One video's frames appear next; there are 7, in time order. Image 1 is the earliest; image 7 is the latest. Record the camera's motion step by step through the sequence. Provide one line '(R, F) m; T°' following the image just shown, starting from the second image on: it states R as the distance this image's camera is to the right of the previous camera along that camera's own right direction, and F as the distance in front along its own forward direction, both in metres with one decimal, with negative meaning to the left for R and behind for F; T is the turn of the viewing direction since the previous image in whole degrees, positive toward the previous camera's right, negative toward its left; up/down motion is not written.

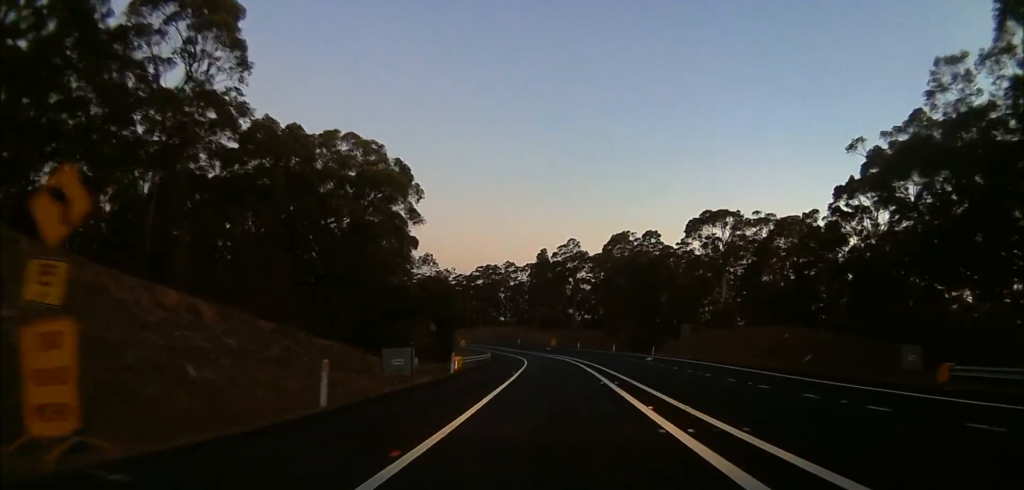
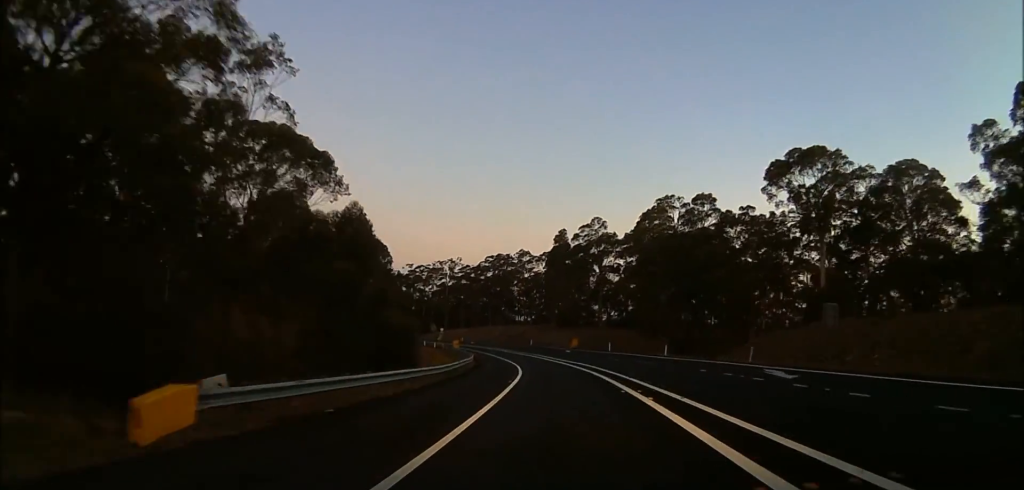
(-0.1, +30.5) m; -2°
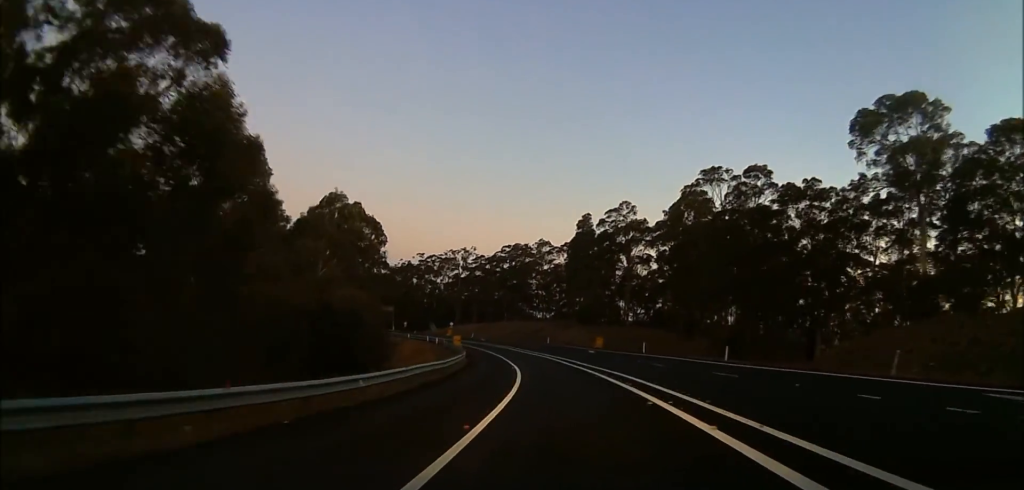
(-0.3, +15.4) m; -3°
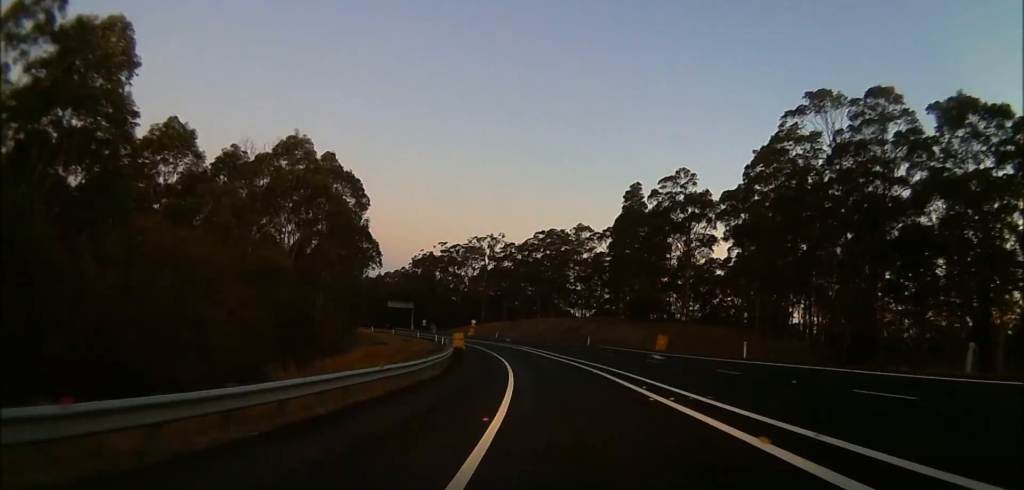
(-1.1, +25.0) m; -6°
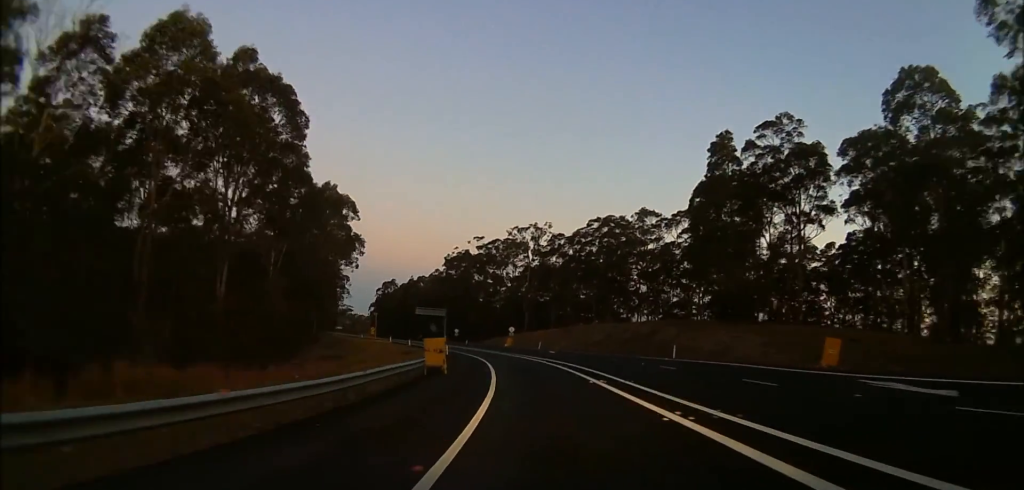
(-1.6, +28.8) m; -5°
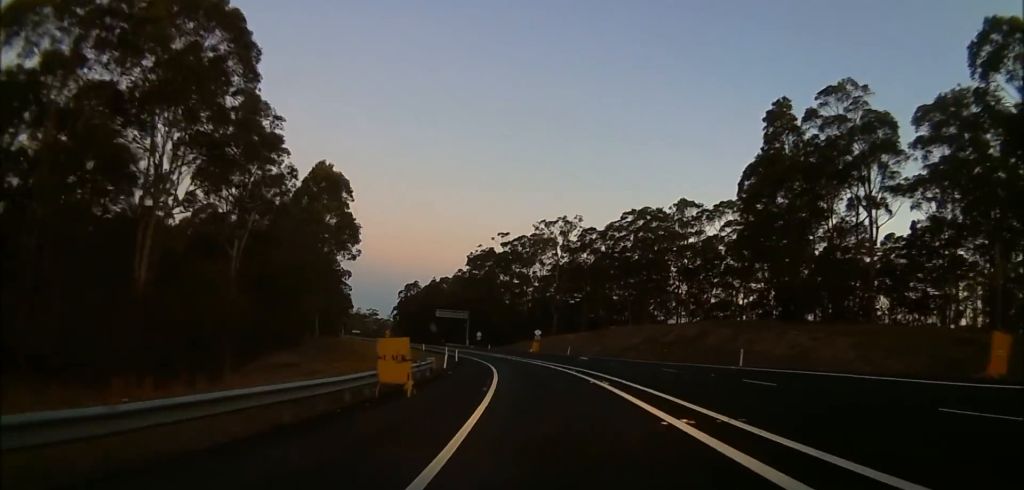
(0.0, +11.2) m; -1°
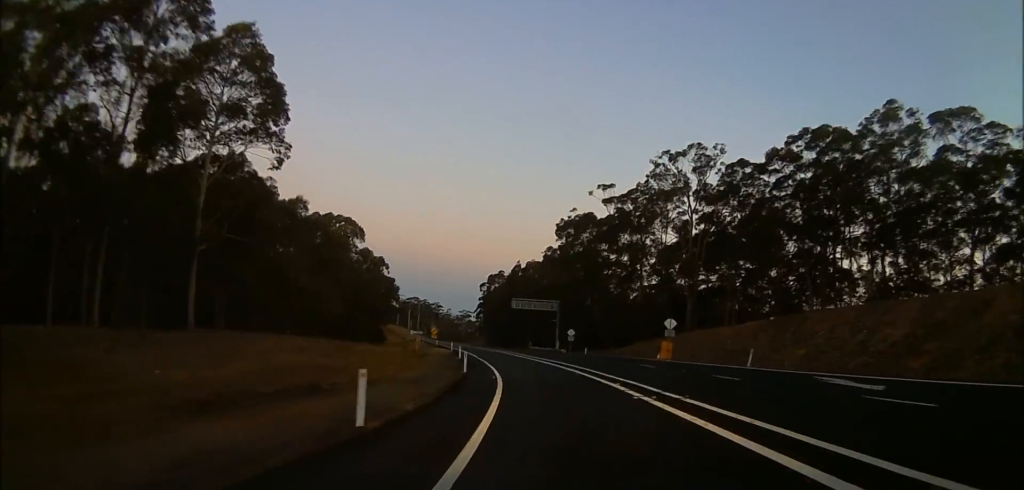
(-2.9, +43.5) m; -10°
